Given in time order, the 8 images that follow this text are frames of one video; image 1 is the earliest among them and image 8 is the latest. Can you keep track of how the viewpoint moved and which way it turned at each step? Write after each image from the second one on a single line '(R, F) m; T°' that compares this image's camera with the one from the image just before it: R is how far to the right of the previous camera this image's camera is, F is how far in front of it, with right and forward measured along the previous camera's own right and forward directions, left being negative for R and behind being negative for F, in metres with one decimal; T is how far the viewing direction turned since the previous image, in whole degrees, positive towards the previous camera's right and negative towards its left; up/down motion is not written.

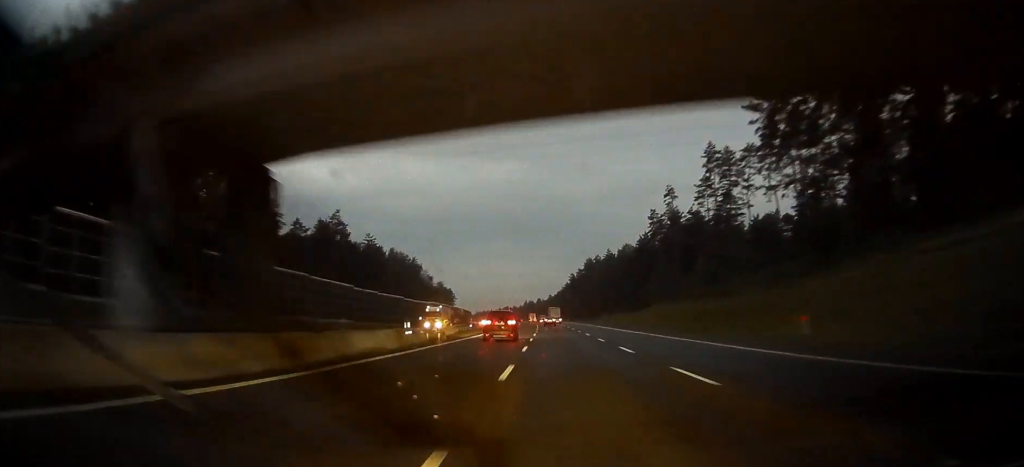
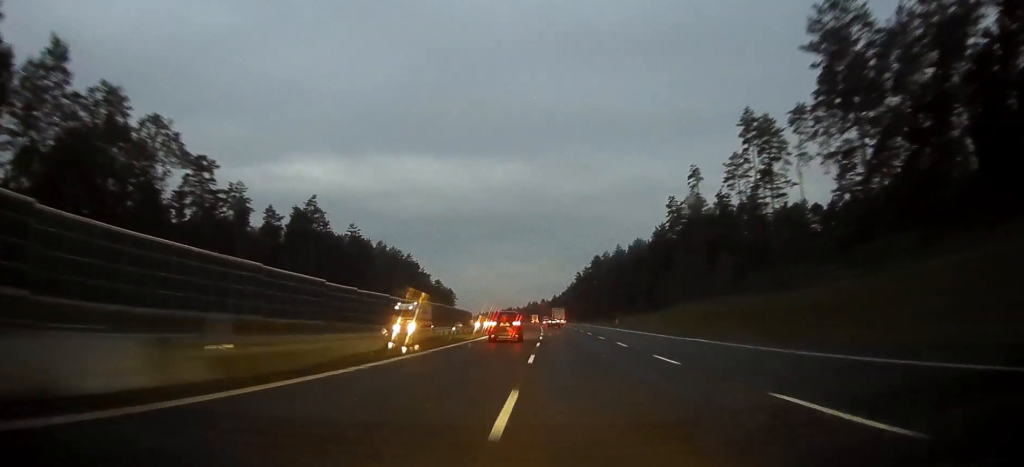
(0.0, +18.4) m; 0°
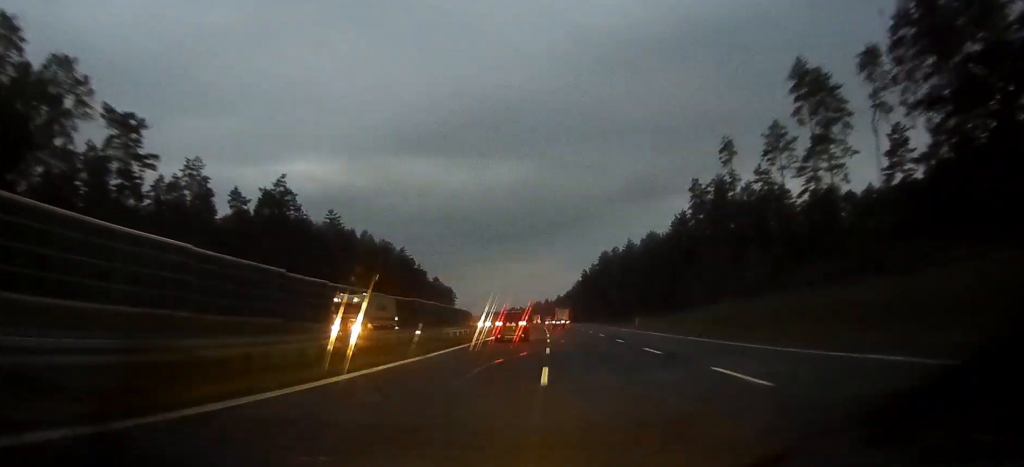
(-0.1, +18.3) m; 0°
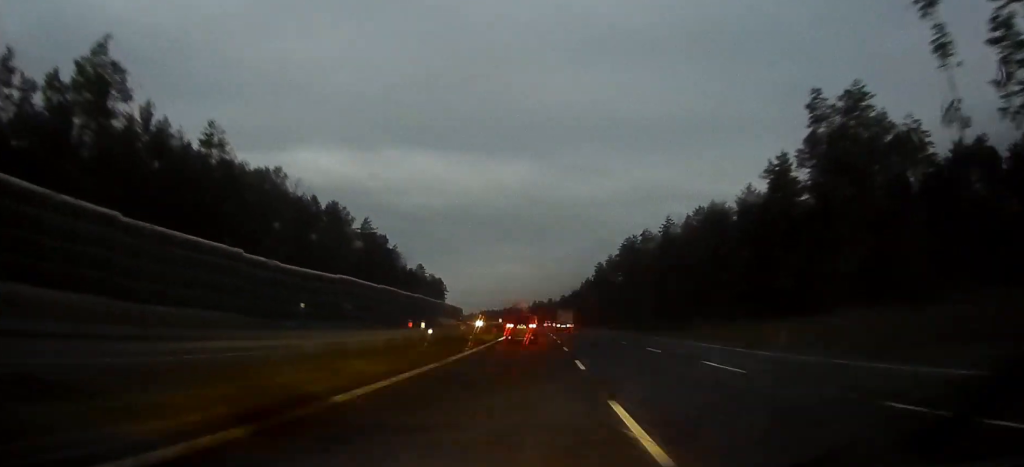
(-0.4, +54.9) m; -1°
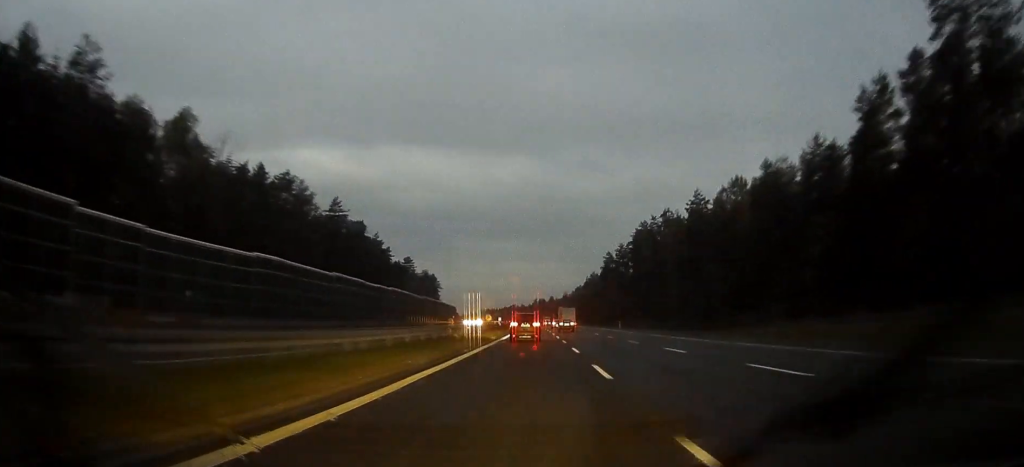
(0.0, +27.5) m; 0°
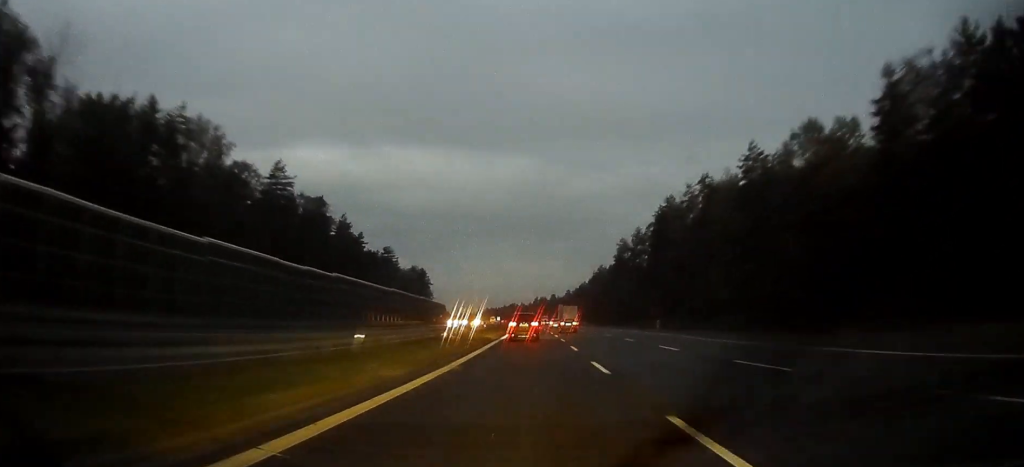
(0.0, +34.2) m; 0°
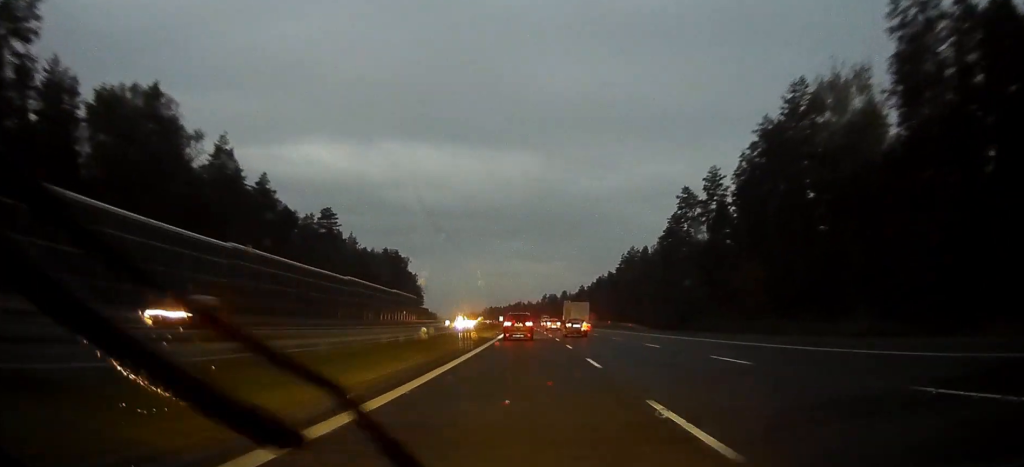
(-0.4, +69.9) m; -1°
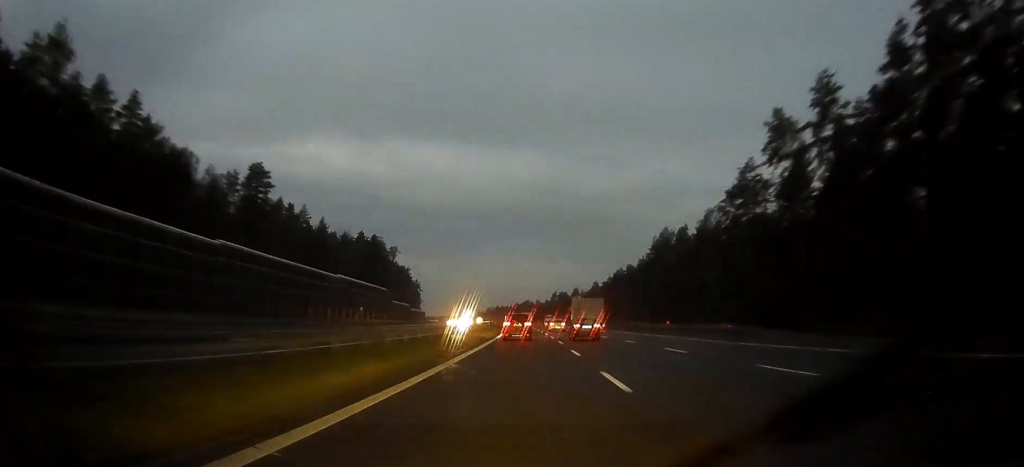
(-0.2, +42.3) m; -1°
